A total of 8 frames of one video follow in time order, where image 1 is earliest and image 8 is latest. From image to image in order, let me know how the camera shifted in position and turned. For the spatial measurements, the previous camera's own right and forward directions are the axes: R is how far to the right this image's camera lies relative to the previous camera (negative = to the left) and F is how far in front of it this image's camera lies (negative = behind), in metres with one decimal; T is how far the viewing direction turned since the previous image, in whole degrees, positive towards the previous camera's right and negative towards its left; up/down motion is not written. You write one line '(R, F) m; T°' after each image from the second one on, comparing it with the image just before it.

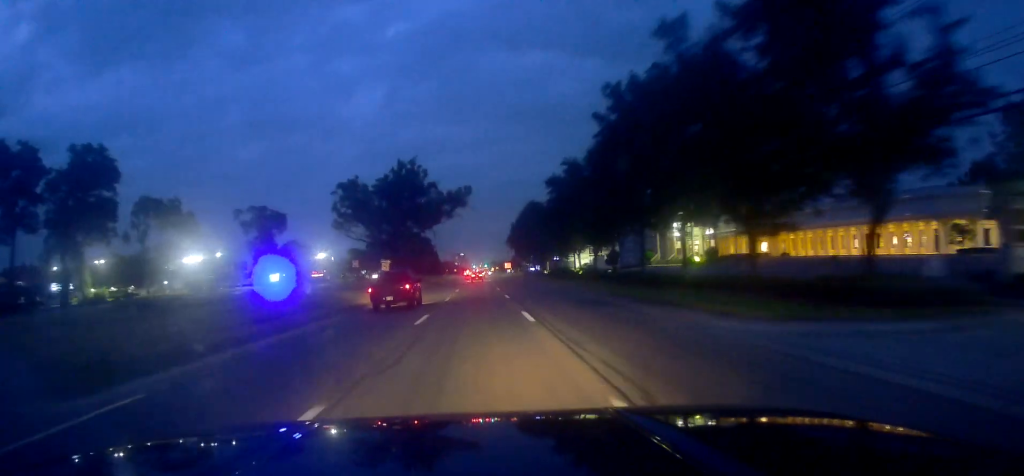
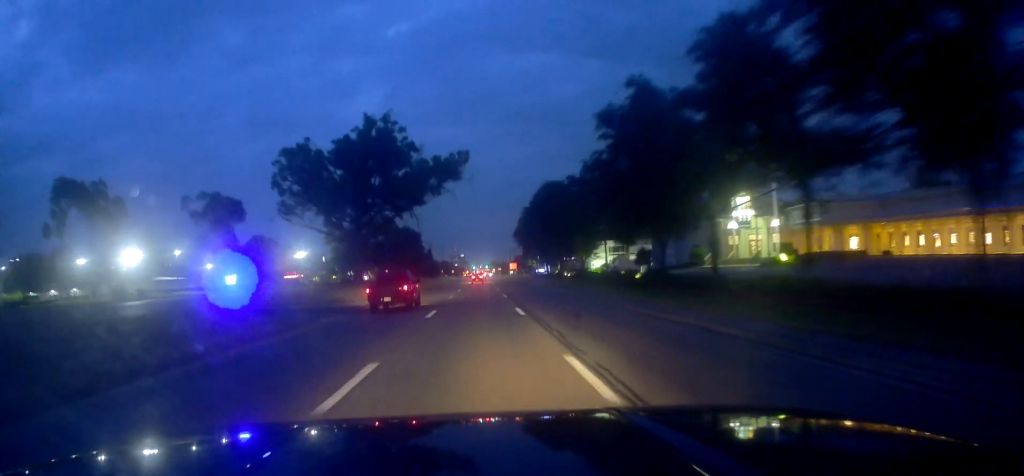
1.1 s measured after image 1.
(-0.5, +26.8) m; 0°
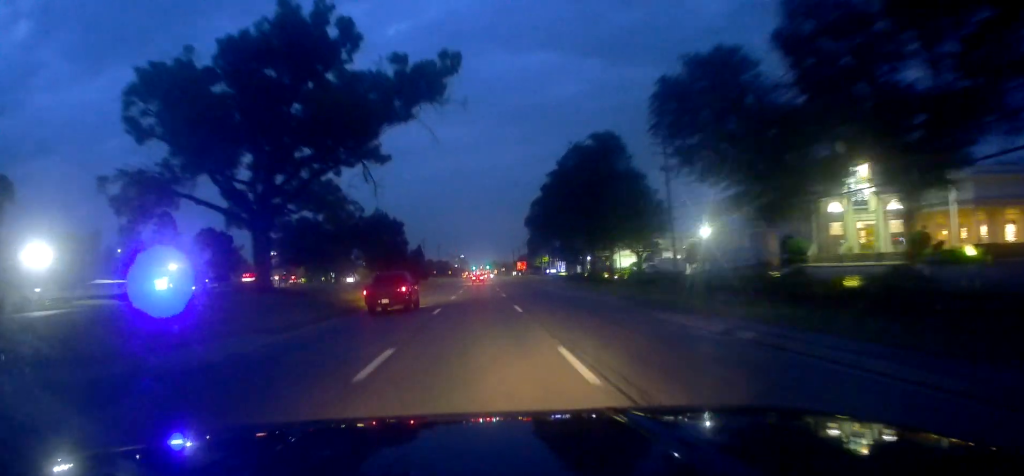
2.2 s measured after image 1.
(+0.6, +28.4) m; +1°
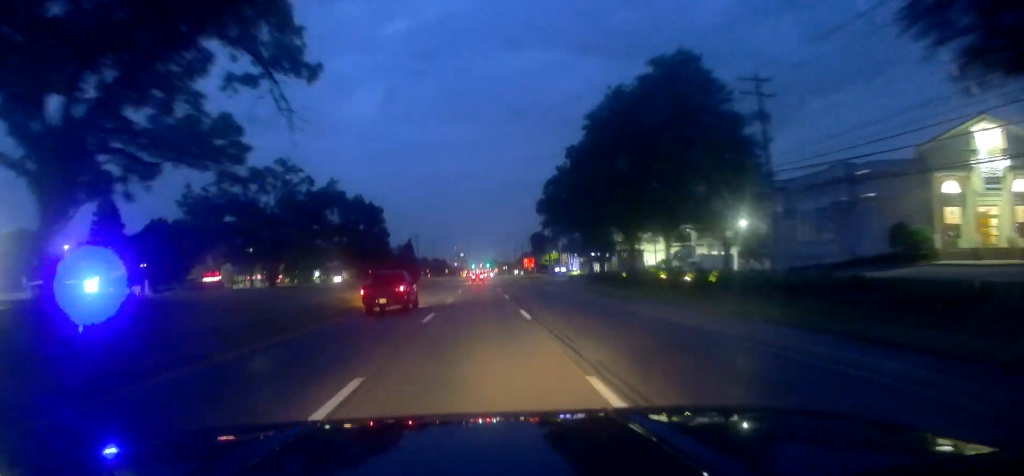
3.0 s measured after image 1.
(-0.3, +19.2) m; 0°
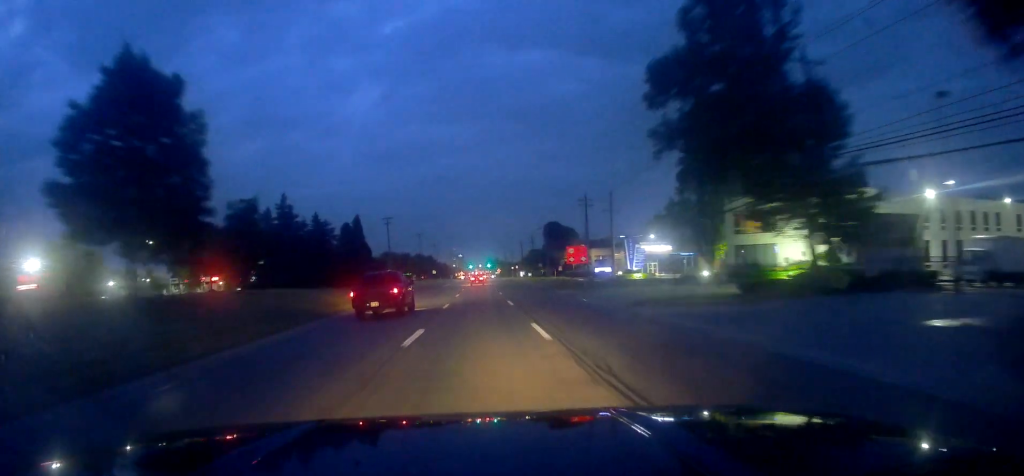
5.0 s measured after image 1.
(+0.6, +51.1) m; +2°
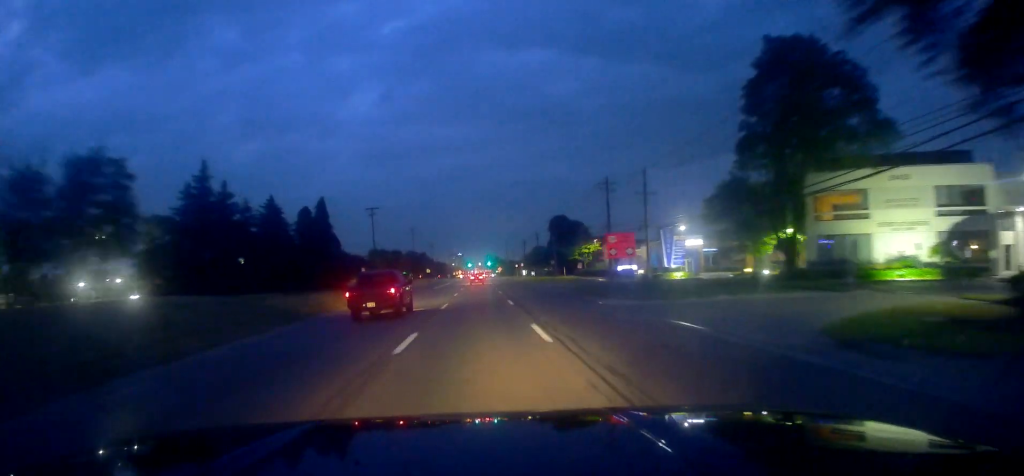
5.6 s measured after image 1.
(+0.1, +15.8) m; 0°
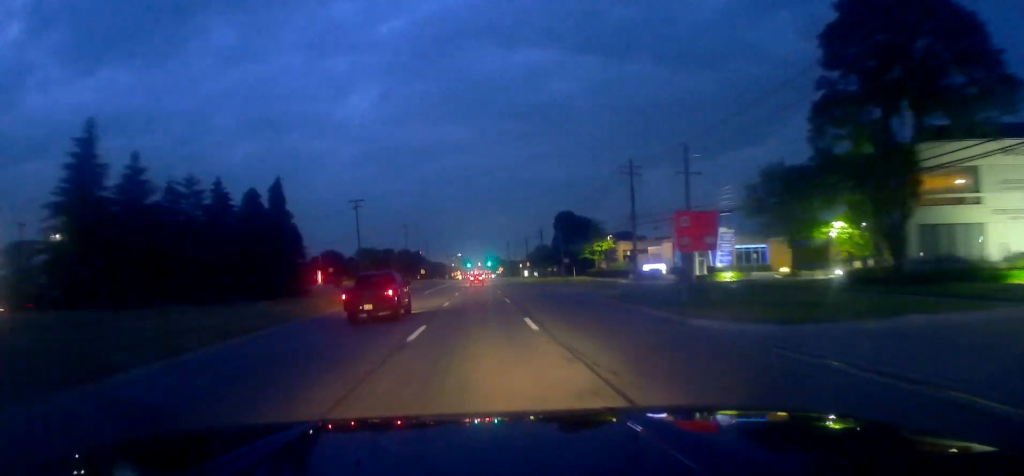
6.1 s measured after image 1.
(+0.1, +12.4) m; 0°
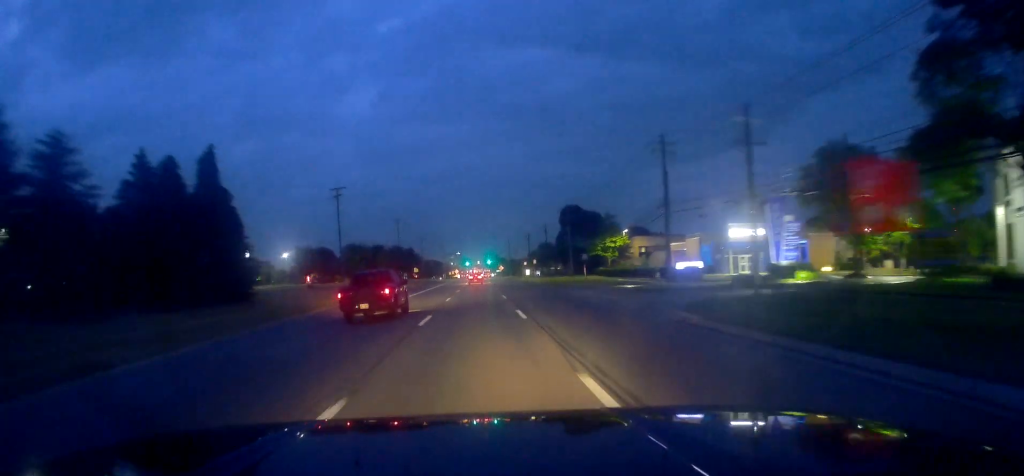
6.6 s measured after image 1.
(-0.1, +12.5) m; -1°
